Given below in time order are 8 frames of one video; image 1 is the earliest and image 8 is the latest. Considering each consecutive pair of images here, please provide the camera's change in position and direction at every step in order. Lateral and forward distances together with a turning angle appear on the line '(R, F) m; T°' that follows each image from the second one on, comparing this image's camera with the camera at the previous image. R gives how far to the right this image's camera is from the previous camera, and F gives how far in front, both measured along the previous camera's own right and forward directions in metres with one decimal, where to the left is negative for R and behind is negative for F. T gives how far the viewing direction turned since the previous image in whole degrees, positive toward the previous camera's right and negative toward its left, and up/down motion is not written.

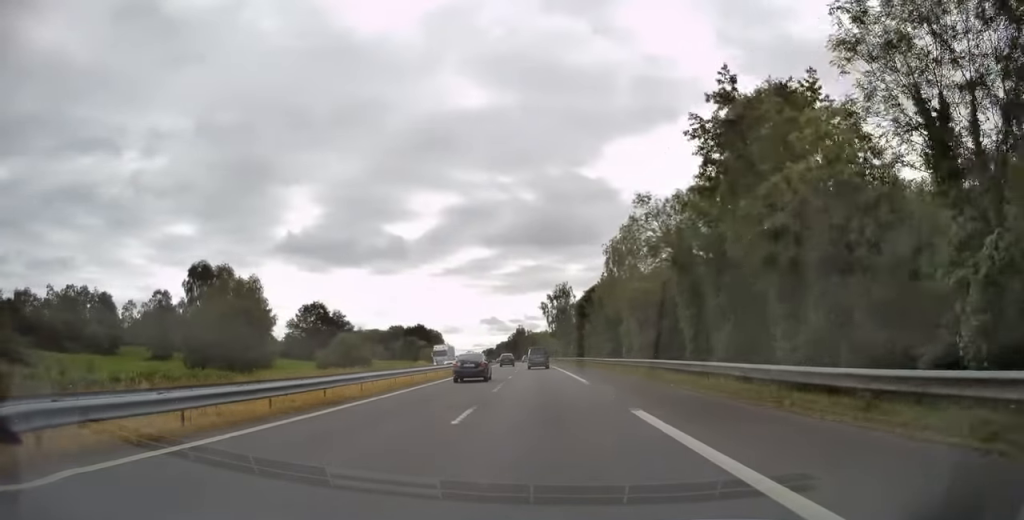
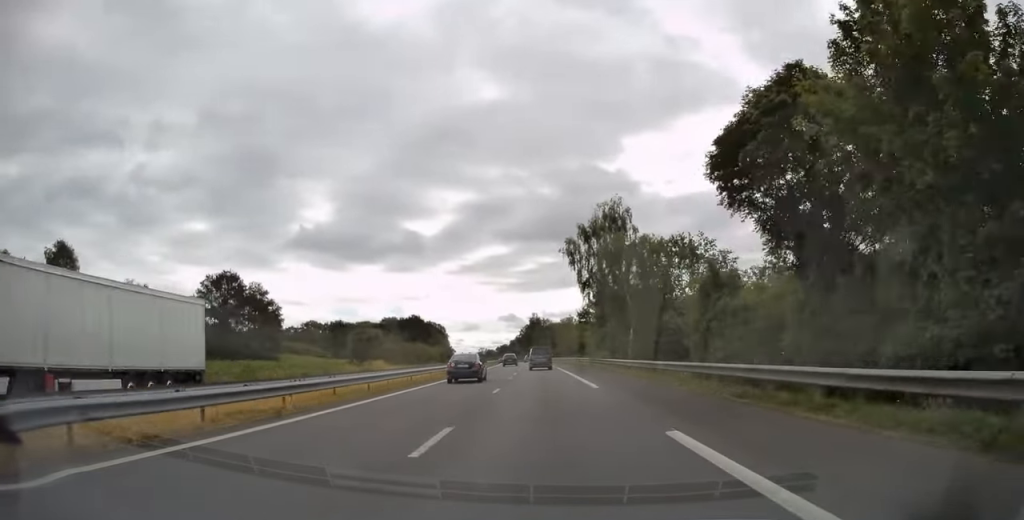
(-1.0, +55.3) m; -2°
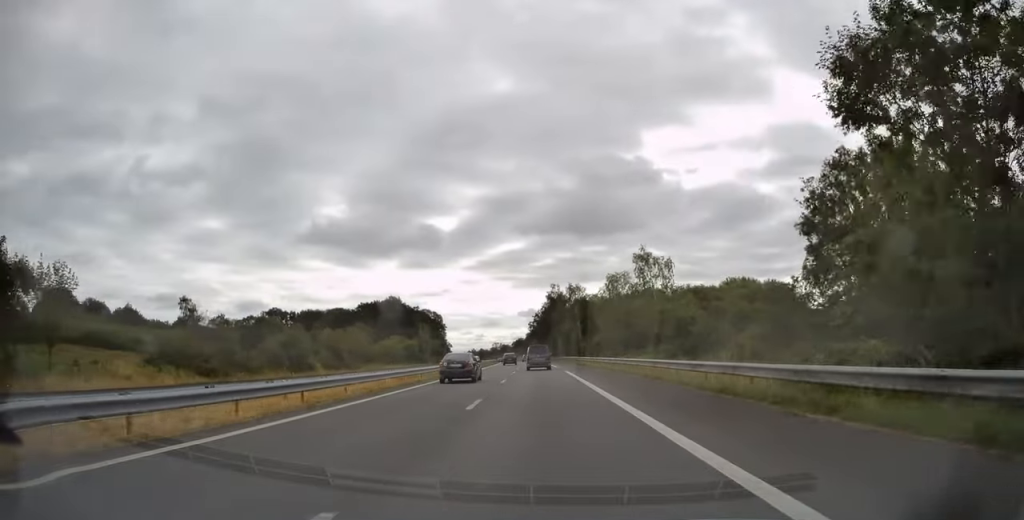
(-0.9, +70.3) m; -2°
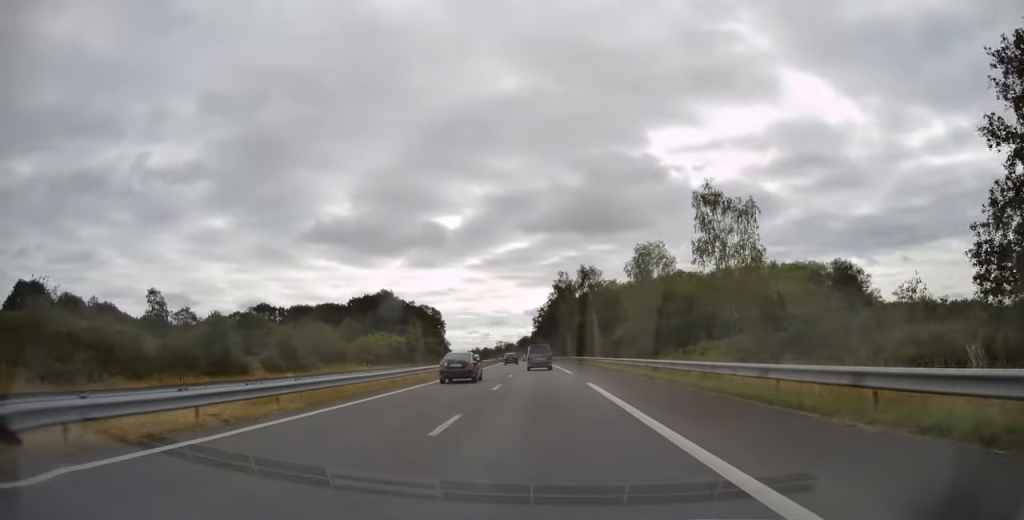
(-0.1, +17.6) m; -1°
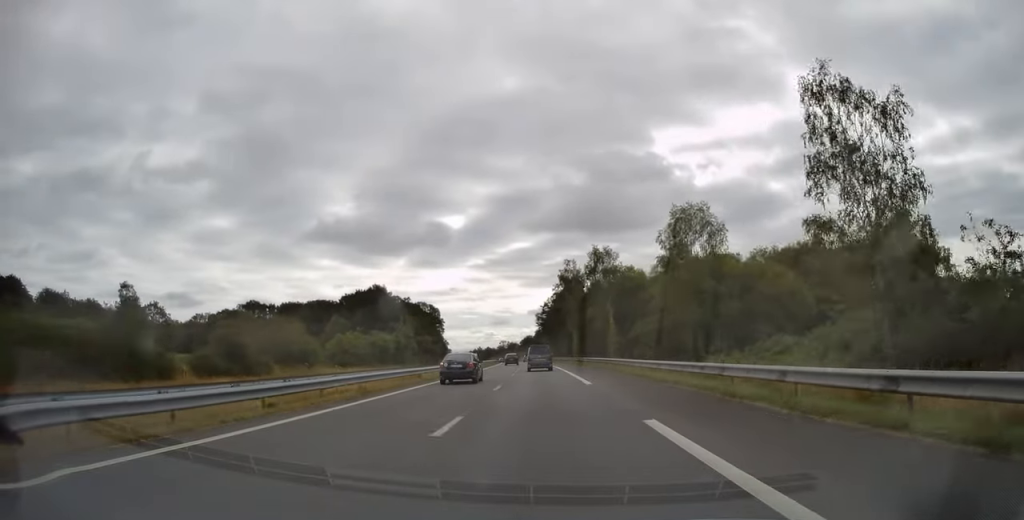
(-0.2, +12.9) m; 0°
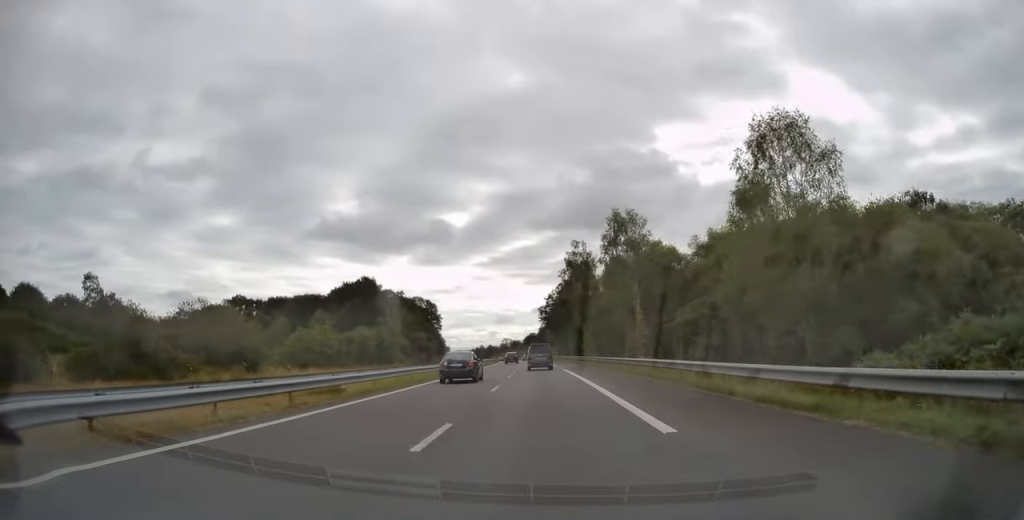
(-0.1, +14.5) m; 0°
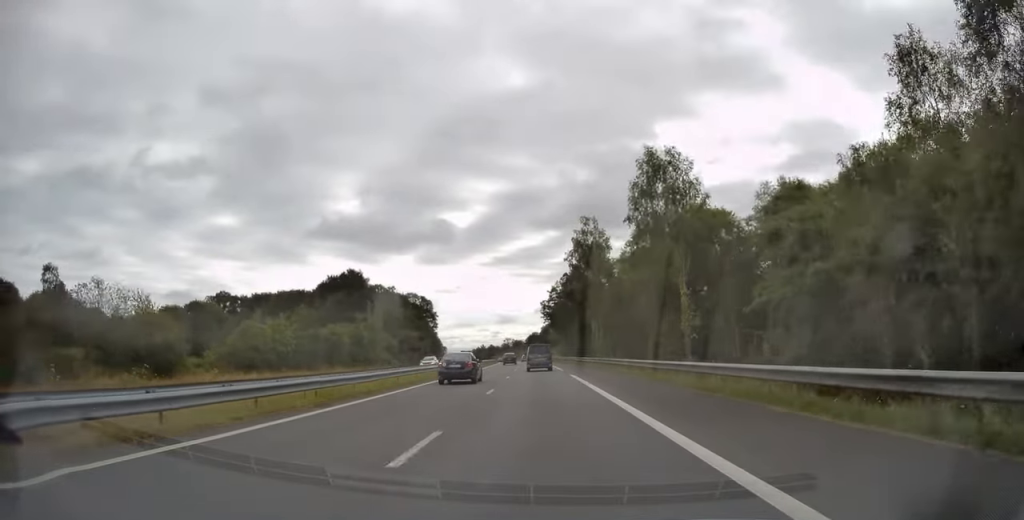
(0.0, +14.0) m; 0°
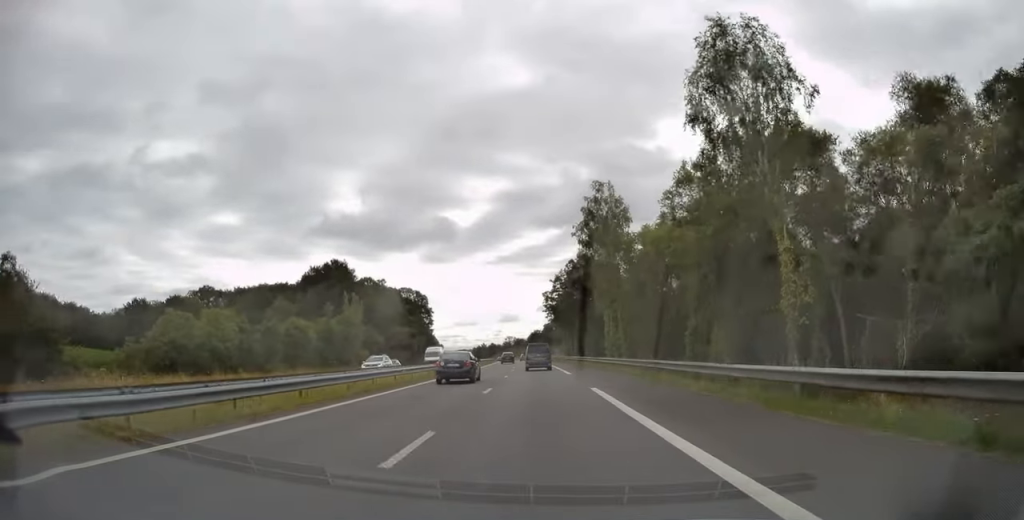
(+0.1, +13.0) m; 0°
